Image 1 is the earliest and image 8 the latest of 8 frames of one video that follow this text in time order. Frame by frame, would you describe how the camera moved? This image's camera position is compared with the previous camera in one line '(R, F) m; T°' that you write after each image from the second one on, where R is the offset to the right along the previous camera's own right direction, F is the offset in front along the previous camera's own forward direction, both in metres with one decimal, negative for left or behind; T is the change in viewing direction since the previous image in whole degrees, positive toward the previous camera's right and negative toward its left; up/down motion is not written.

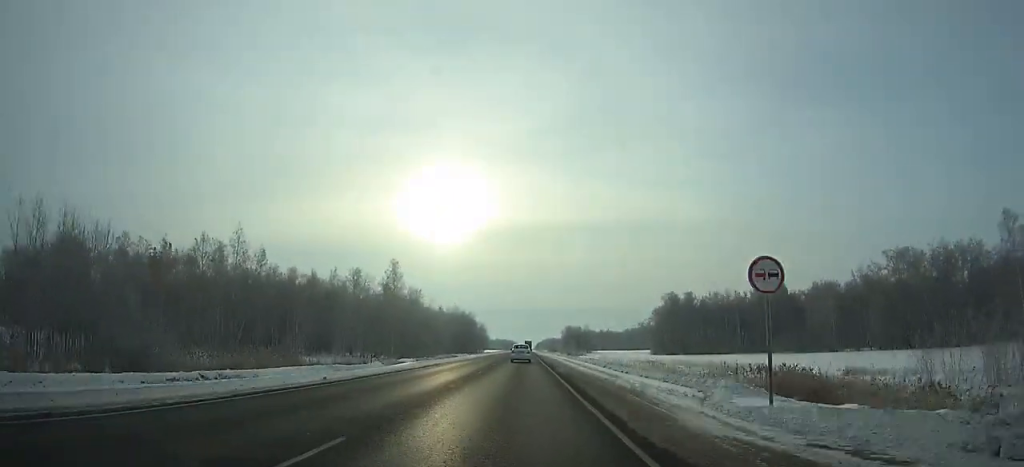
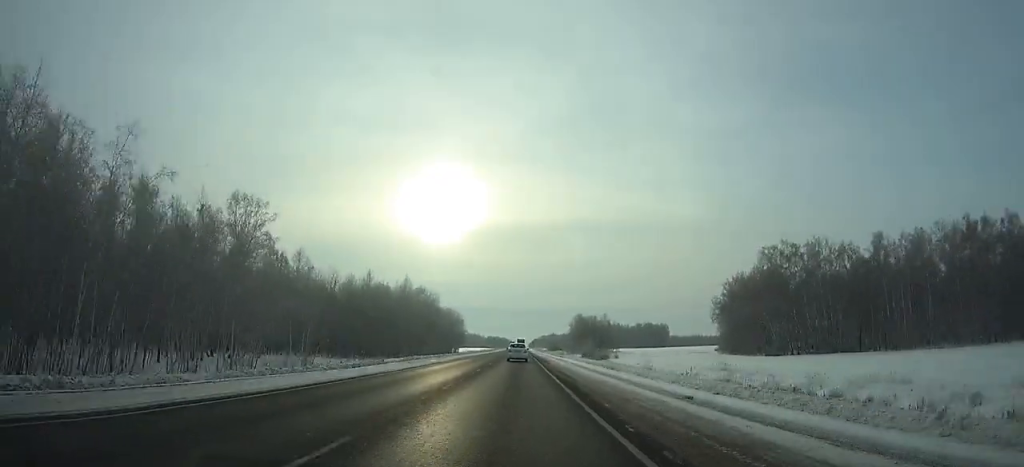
(0.0, +96.9) m; 0°
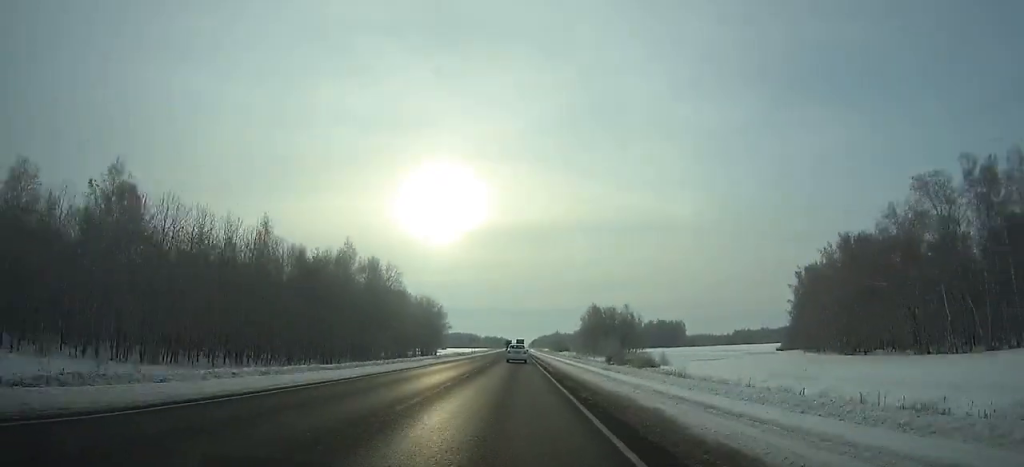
(0.0, +53.6) m; 0°
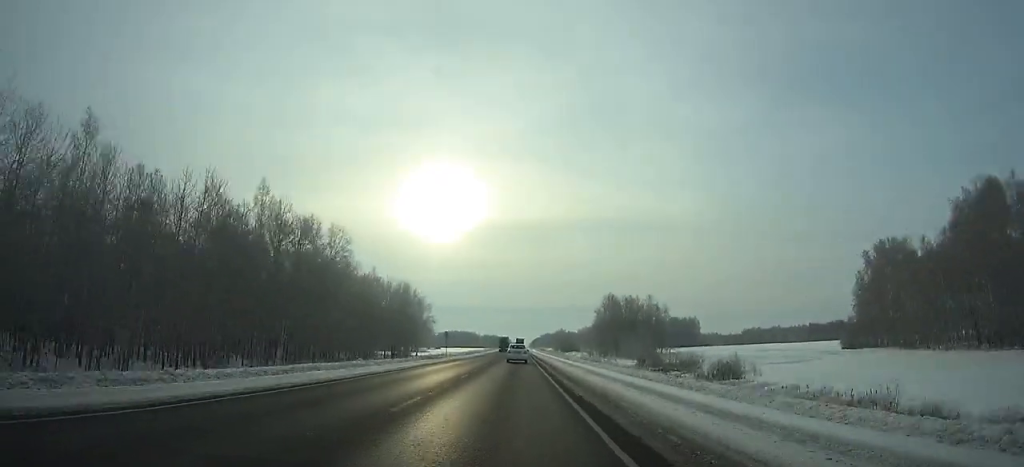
(+0.1, +35.7) m; 0°
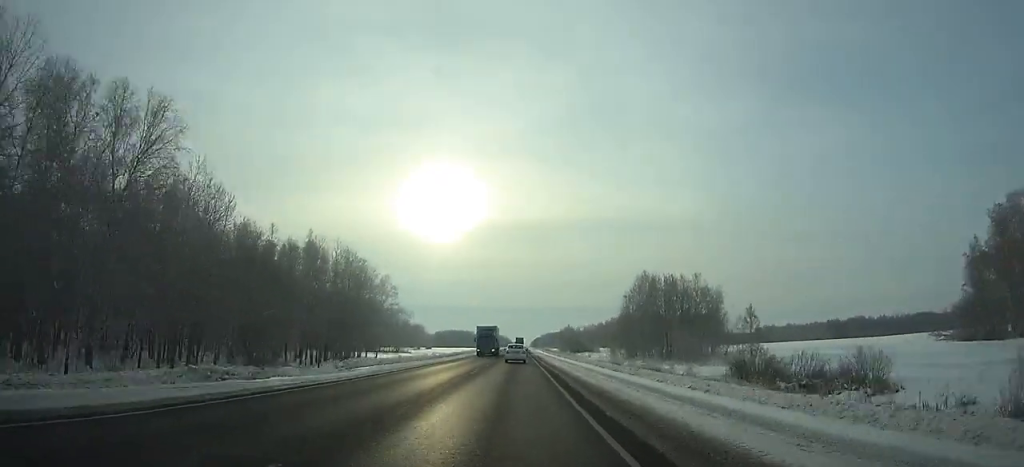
(-0.2, +43.6) m; 0°
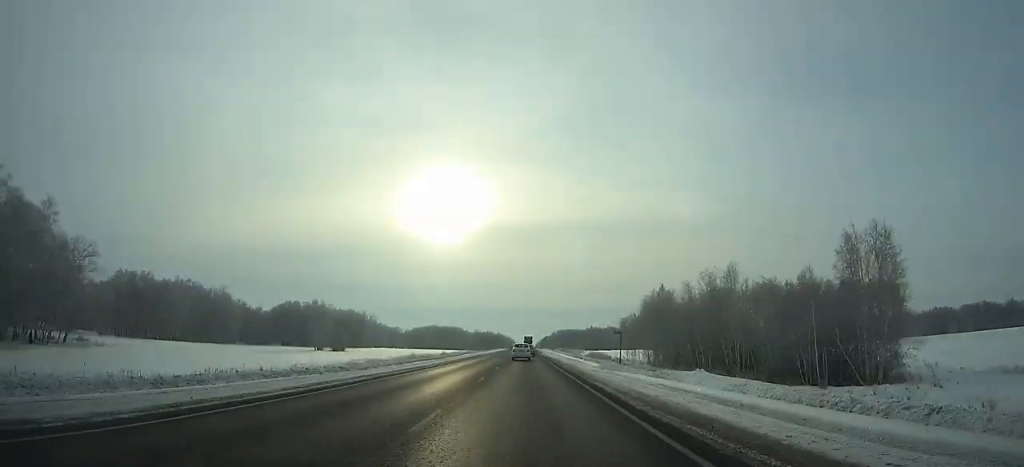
(-0.1, +186.0) m; 0°
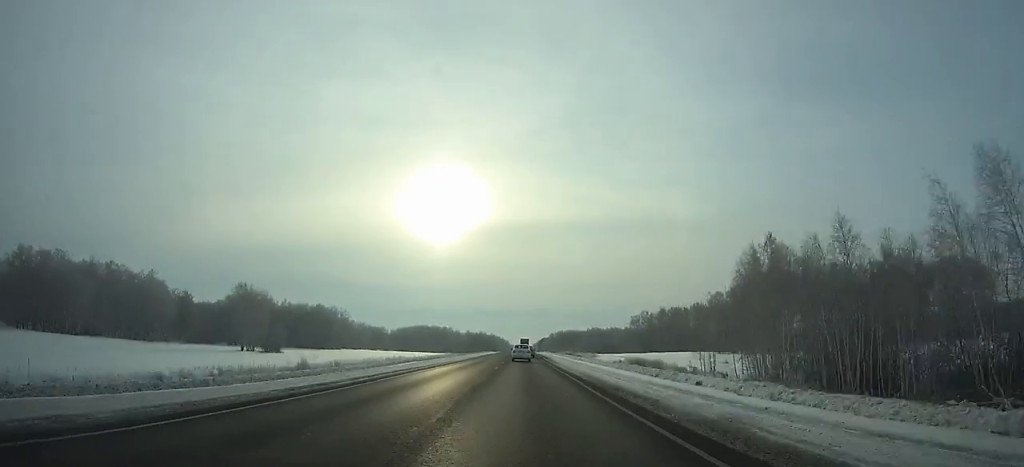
(+0.2, +46.9) m; 0°
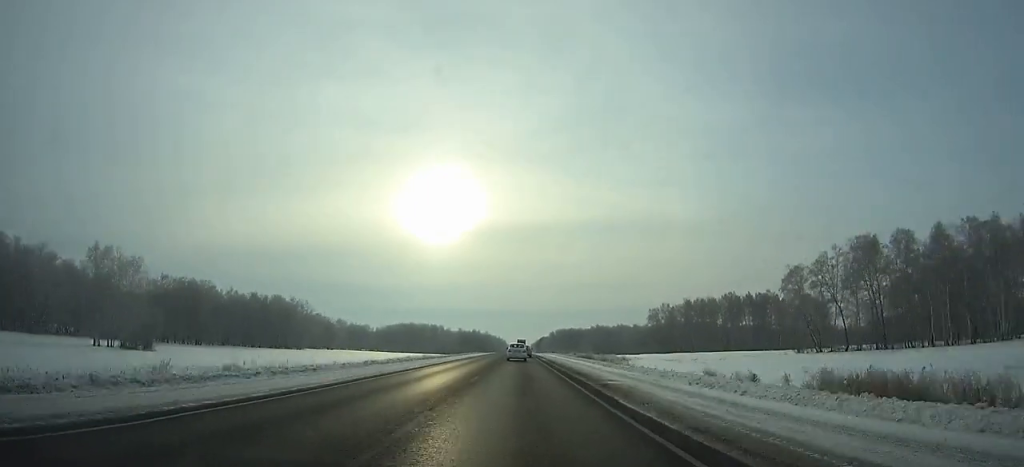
(+0.2, +49.7) m; 0°
